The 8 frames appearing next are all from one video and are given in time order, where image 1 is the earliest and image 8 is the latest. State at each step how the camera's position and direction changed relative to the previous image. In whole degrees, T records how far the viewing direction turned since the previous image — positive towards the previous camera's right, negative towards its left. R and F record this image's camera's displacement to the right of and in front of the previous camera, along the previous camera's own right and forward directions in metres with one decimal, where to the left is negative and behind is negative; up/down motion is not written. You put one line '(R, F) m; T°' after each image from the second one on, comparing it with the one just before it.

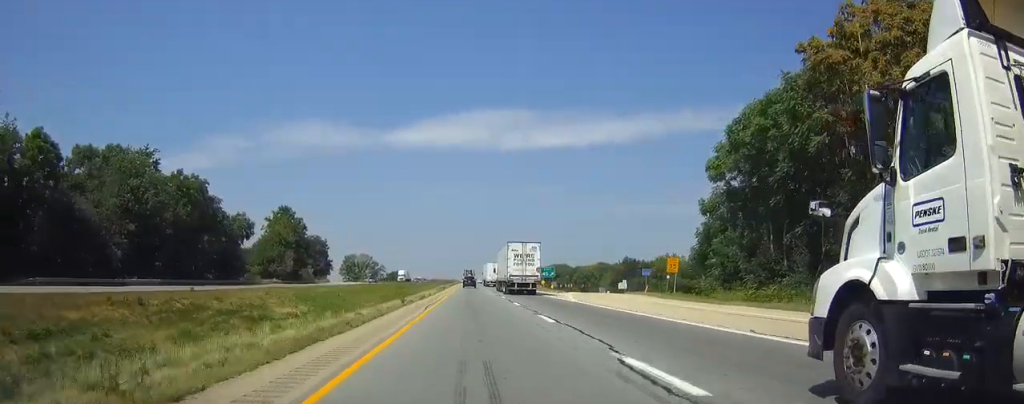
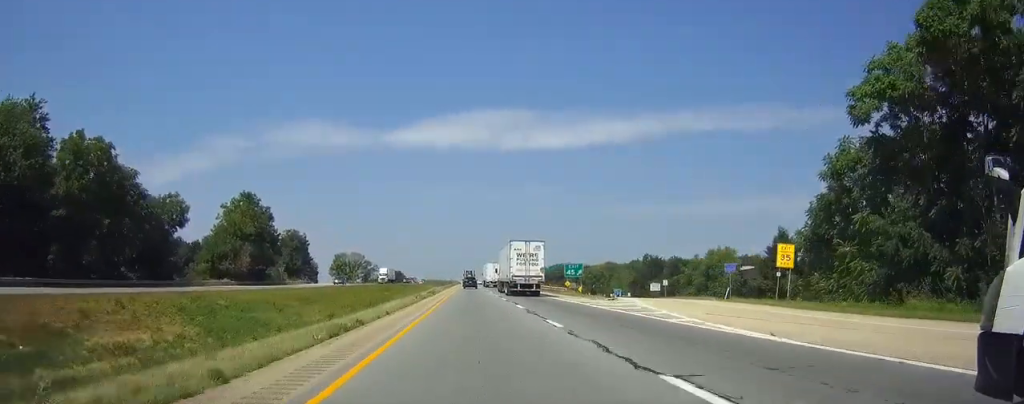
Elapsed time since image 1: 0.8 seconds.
(+0.1, +26.0) m; 0°
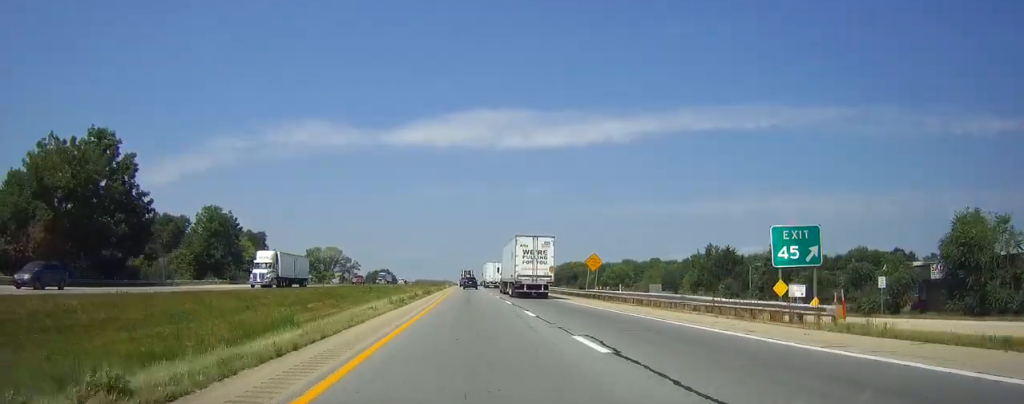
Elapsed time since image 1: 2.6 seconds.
(+0.1, +55.3) m; 0°
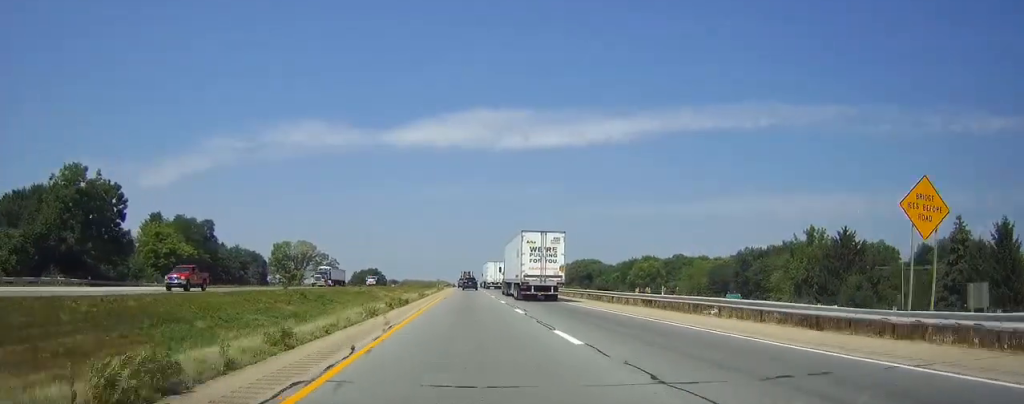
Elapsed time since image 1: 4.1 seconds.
(0.0, +46.9) m; 0°
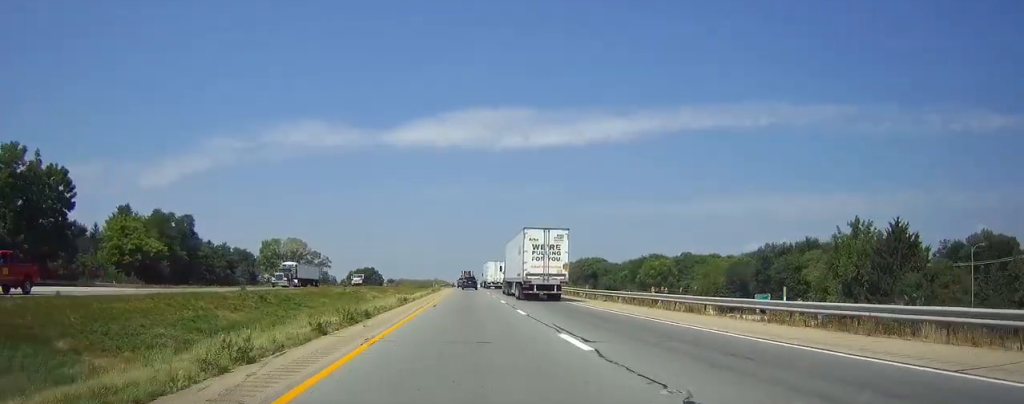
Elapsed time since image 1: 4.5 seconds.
(0.0, +13.5) m; 0°
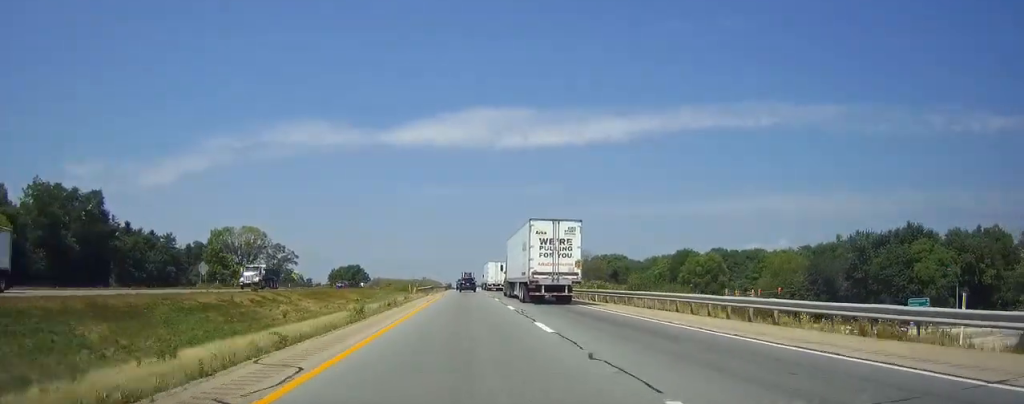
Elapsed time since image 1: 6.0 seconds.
(-0.1, +44.7) m; 0°
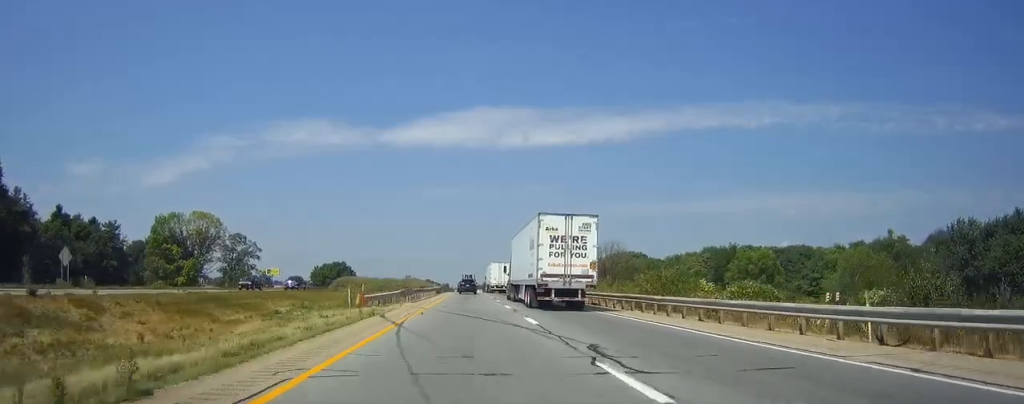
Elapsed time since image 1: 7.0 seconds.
(-0.1, +33.3) m; 0°
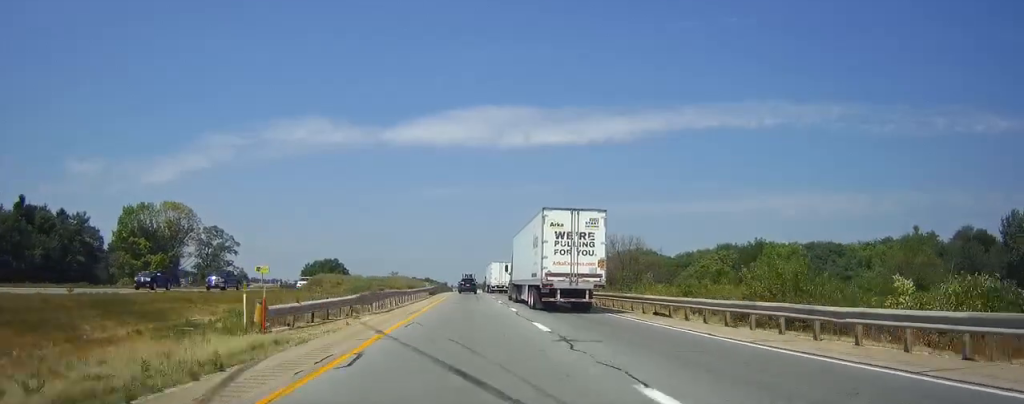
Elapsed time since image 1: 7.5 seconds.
(0.0, +14.6) m; 0°
